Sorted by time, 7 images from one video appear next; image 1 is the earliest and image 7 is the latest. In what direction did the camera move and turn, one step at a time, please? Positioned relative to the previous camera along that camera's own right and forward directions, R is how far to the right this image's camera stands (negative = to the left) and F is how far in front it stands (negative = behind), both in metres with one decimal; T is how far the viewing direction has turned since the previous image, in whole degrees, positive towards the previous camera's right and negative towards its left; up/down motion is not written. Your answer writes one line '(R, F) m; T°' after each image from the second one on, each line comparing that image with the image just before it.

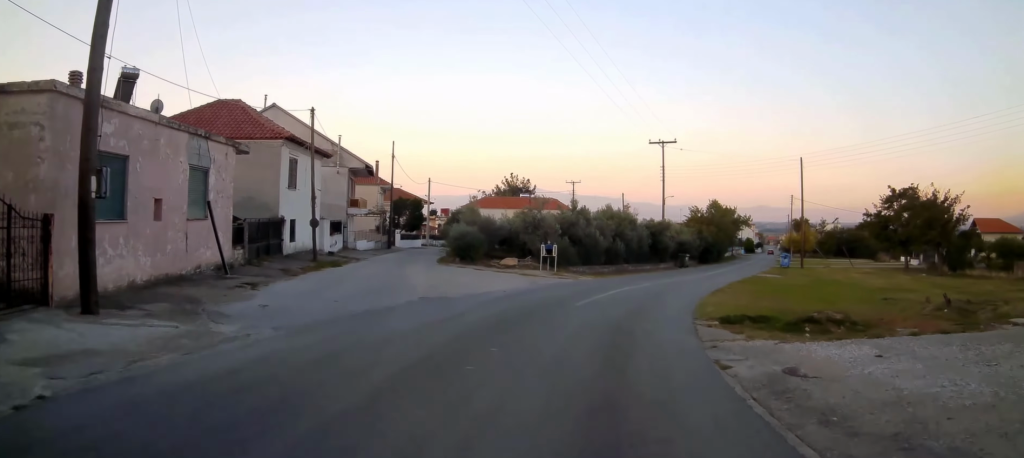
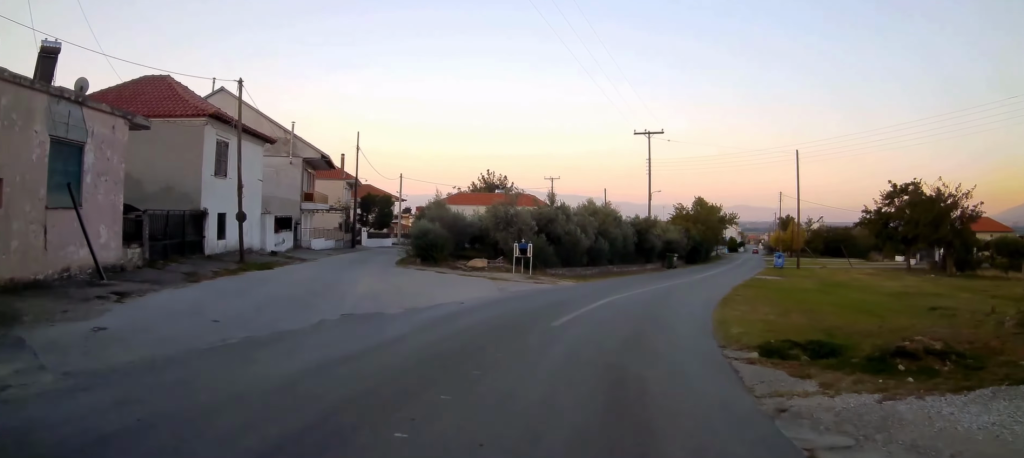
(+0.2, +4.3) m; +2°
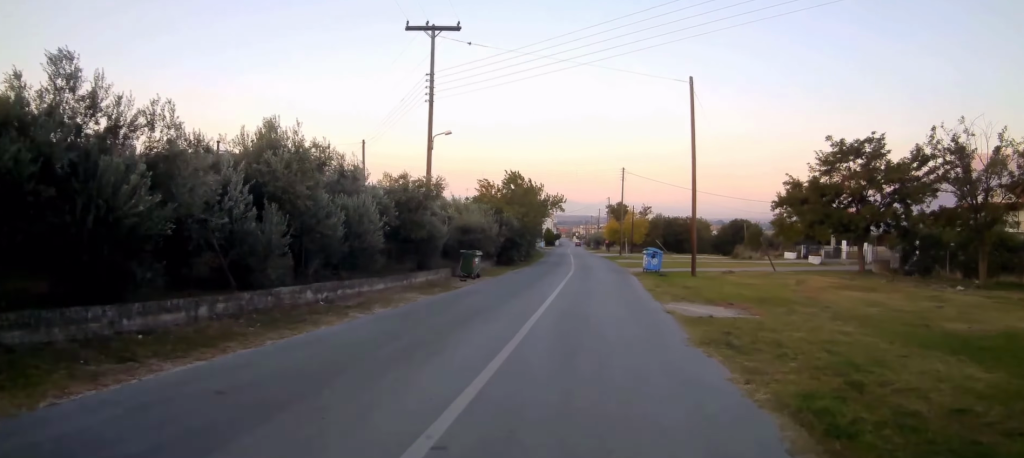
(+3.2, +23.5) m; +16°
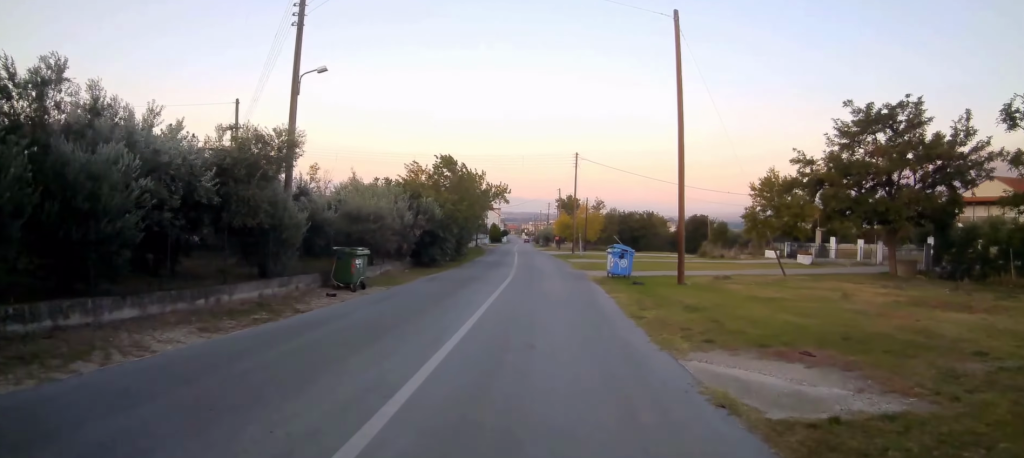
(+0.3, +9.5) m; +2°
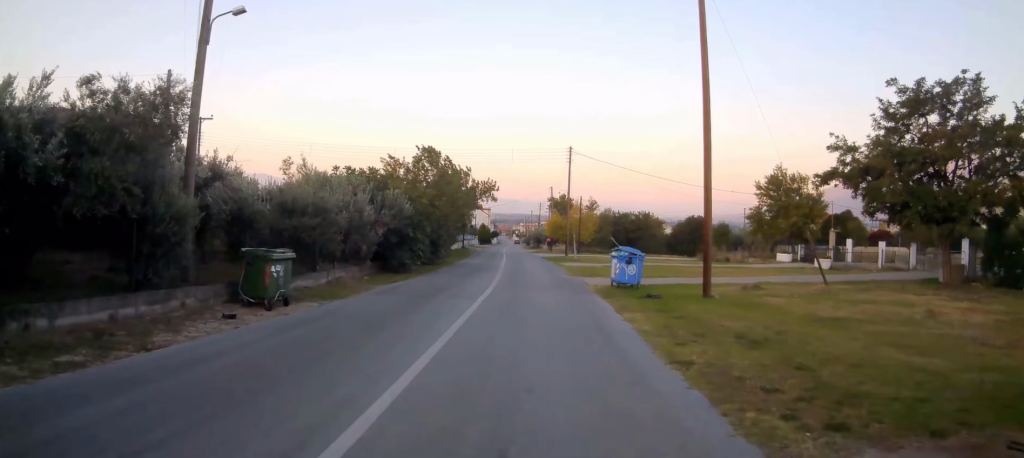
(0.0, +4.9) m; 0°
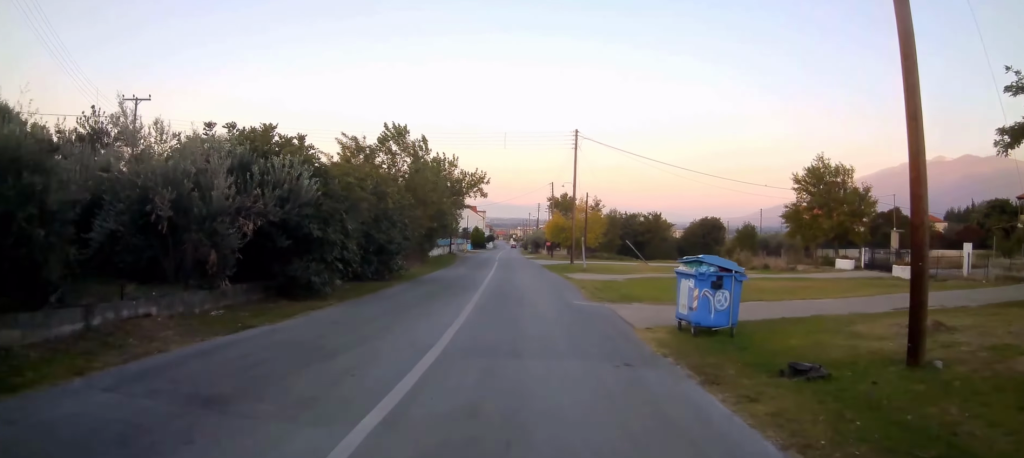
(+0.1, +10.7) m; +1°
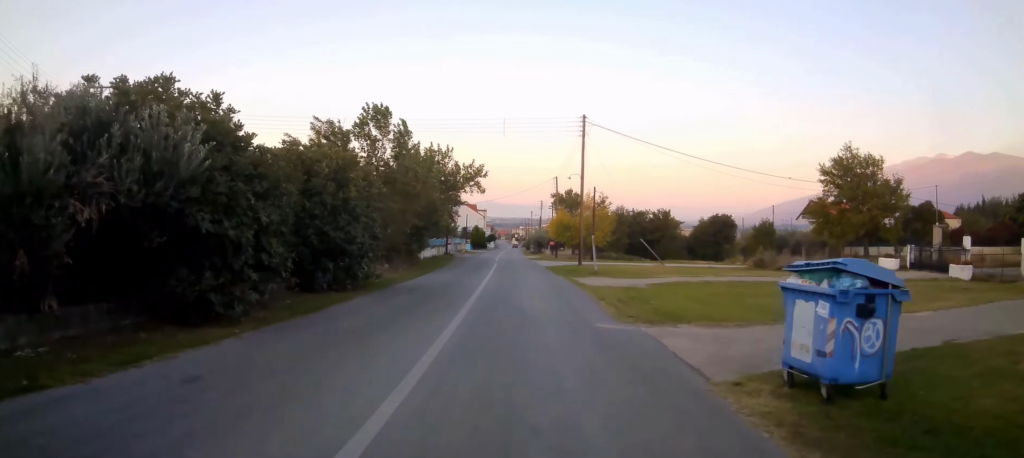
(0.0, +5.1) m; -1°
